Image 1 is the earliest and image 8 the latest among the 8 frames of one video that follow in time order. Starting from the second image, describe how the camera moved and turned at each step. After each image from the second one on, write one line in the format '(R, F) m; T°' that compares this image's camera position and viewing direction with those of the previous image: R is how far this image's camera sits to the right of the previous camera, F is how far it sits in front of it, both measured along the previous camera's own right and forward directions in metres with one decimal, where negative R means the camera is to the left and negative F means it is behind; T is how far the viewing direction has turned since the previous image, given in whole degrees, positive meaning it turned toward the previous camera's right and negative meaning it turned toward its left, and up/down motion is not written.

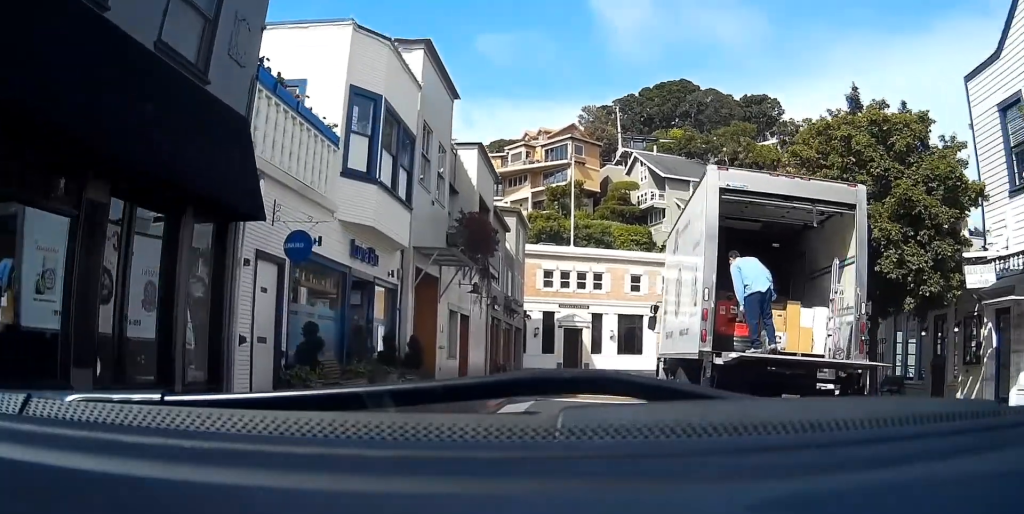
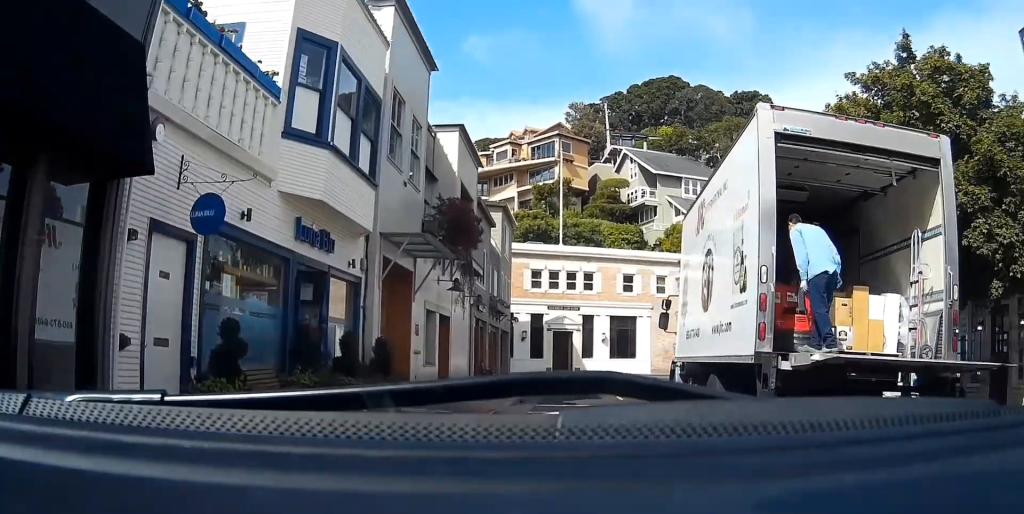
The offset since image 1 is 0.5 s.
(0.0, +3.2) m; 0°
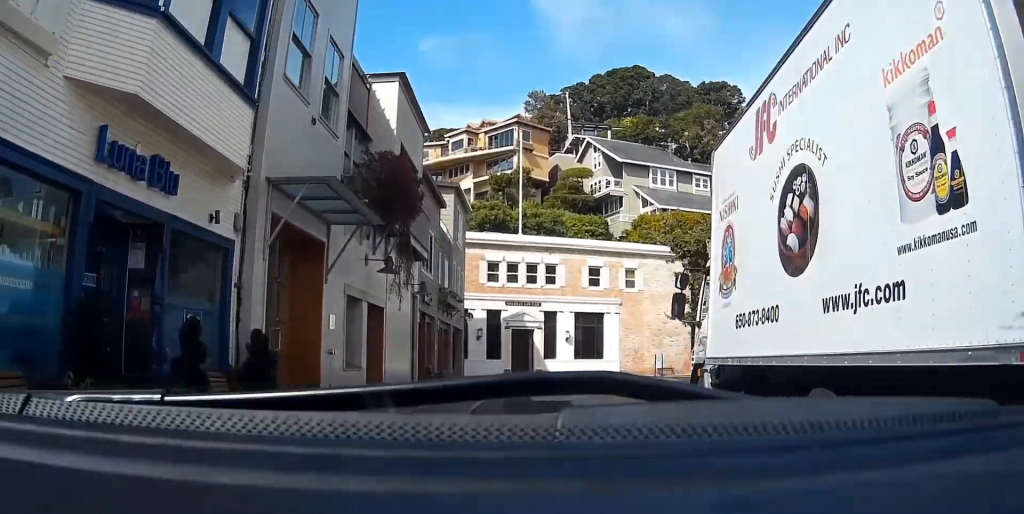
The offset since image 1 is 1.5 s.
(+0.1, +5.9) m; 0°
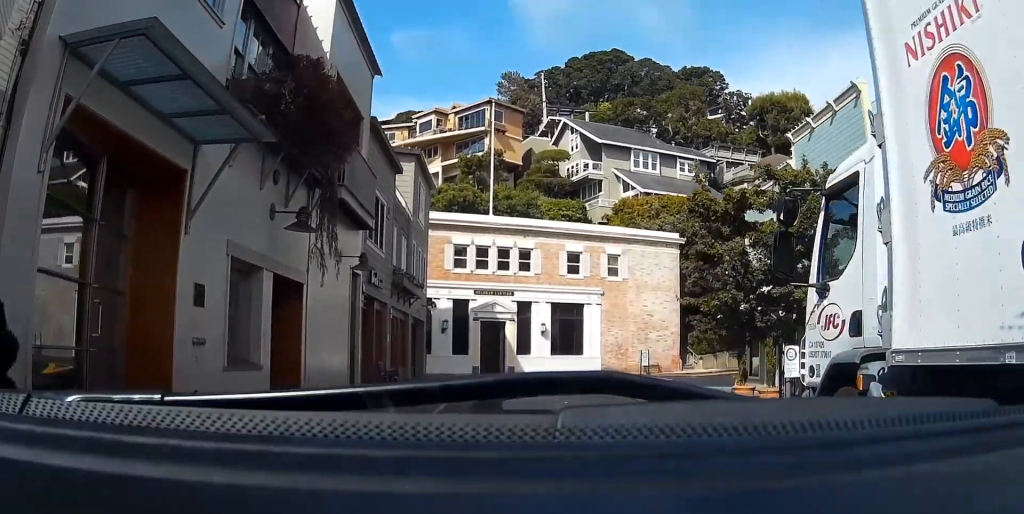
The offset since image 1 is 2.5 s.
(-0.1, +6.7) m; 0°
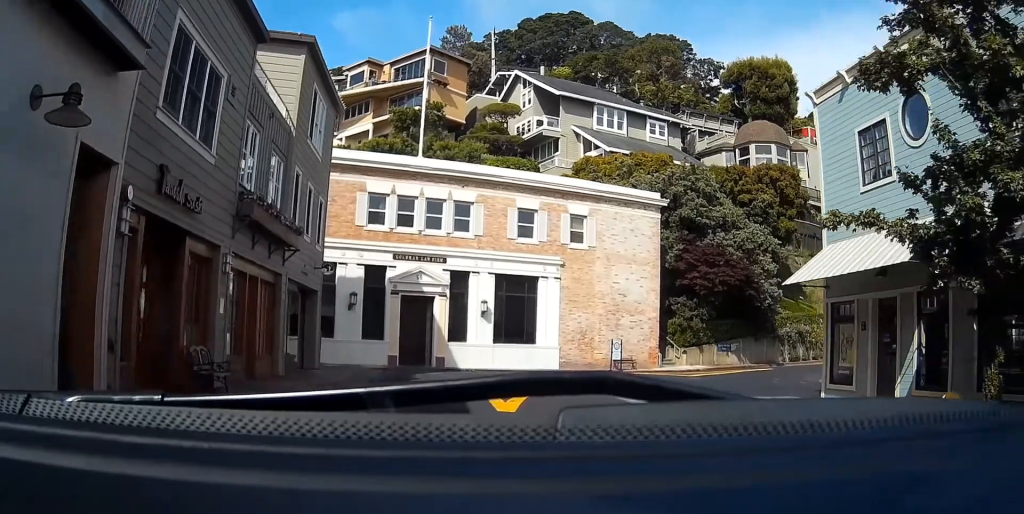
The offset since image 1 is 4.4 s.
(+0.6, +12.8) m; +5°
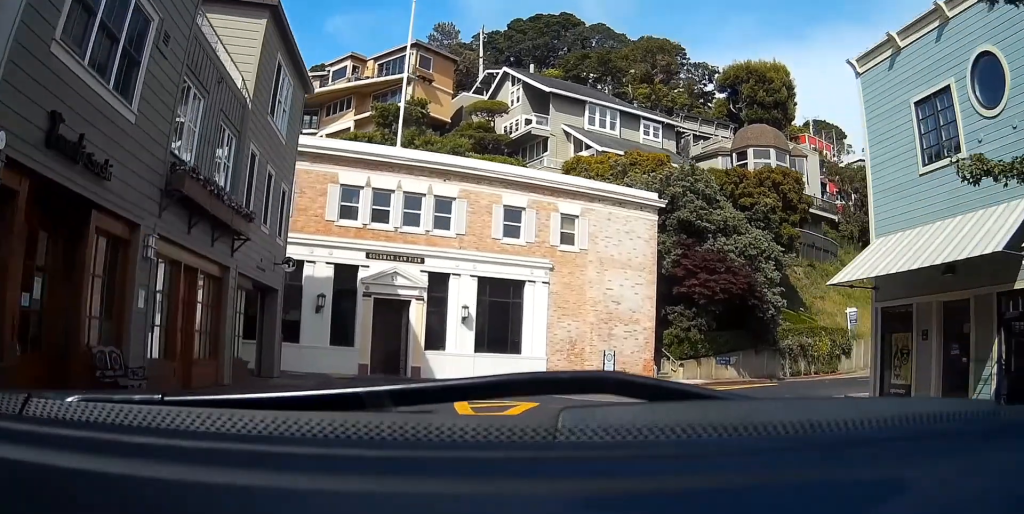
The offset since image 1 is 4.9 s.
(0.0, +3.2) m; 0°
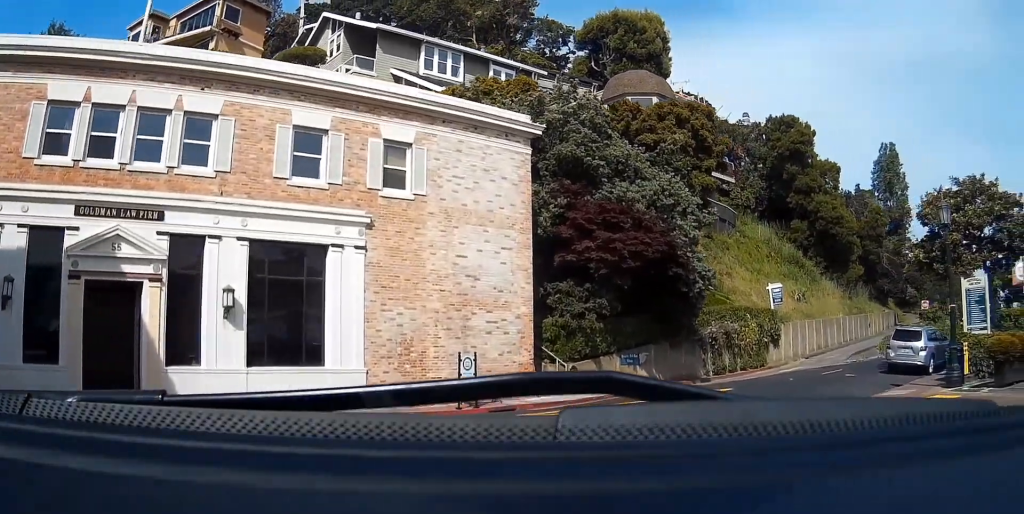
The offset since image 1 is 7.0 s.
(0.0, +13.3) m; +1°
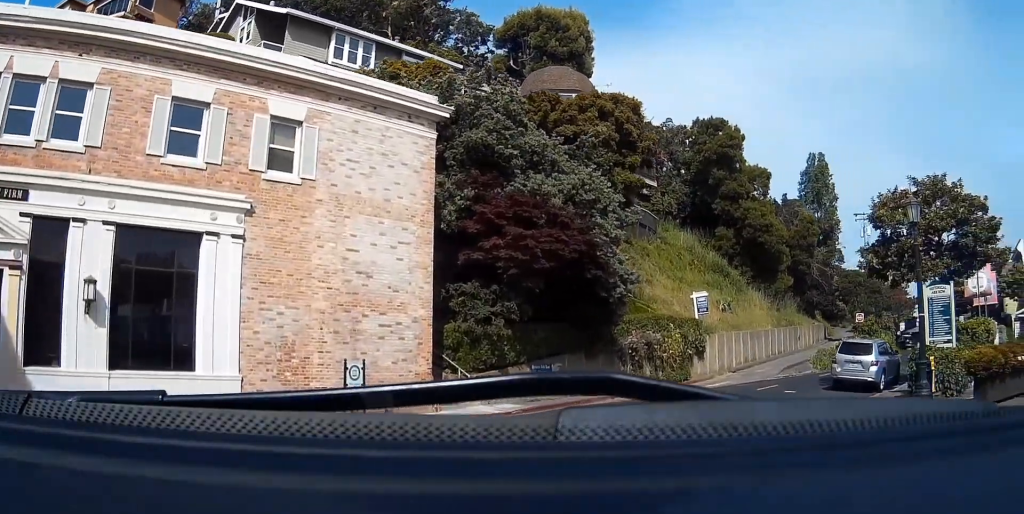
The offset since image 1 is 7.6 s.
(0.0, +3.3) m; +1°
